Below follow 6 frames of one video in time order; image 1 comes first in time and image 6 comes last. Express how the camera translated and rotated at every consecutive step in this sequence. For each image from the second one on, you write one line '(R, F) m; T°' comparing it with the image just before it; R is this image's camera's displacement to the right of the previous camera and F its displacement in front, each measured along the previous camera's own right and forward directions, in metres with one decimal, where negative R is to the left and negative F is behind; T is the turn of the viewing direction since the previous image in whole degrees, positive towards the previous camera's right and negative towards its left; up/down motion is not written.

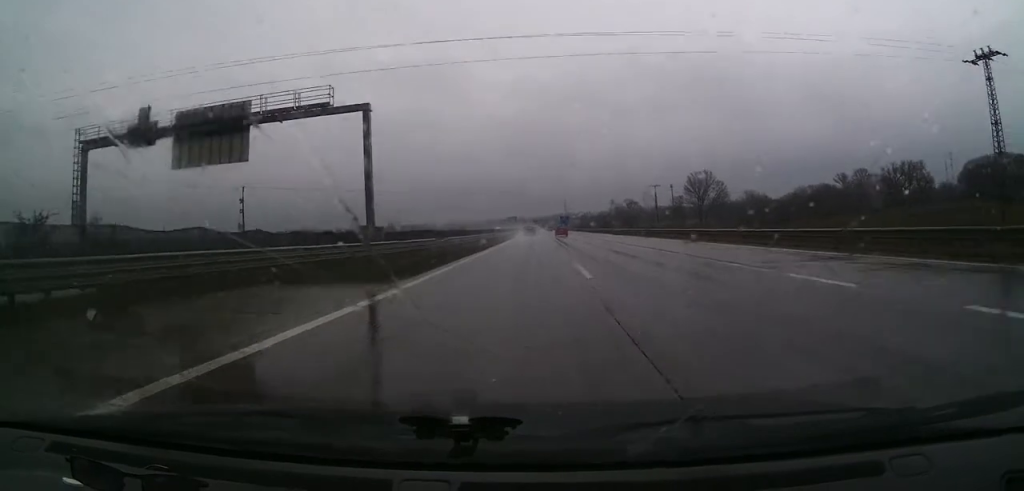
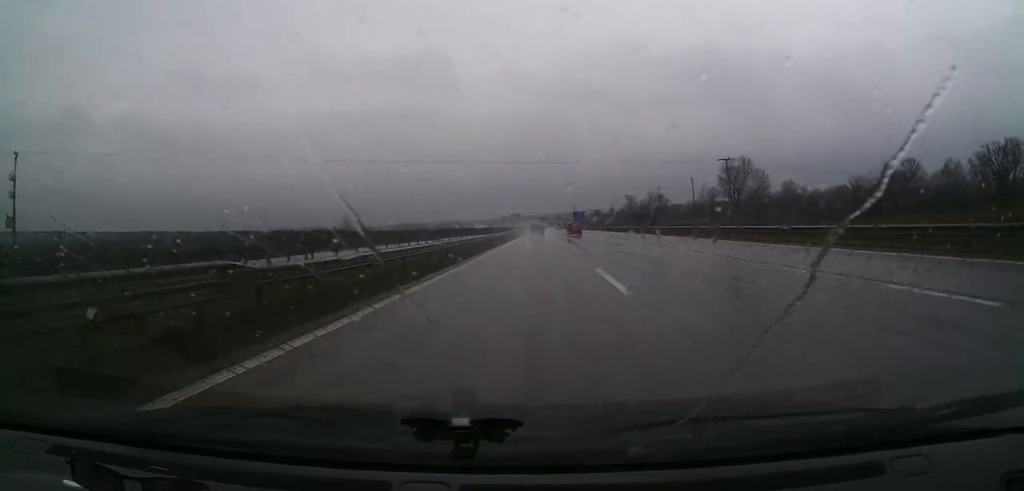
(+0.1, +56.5) m; +1°
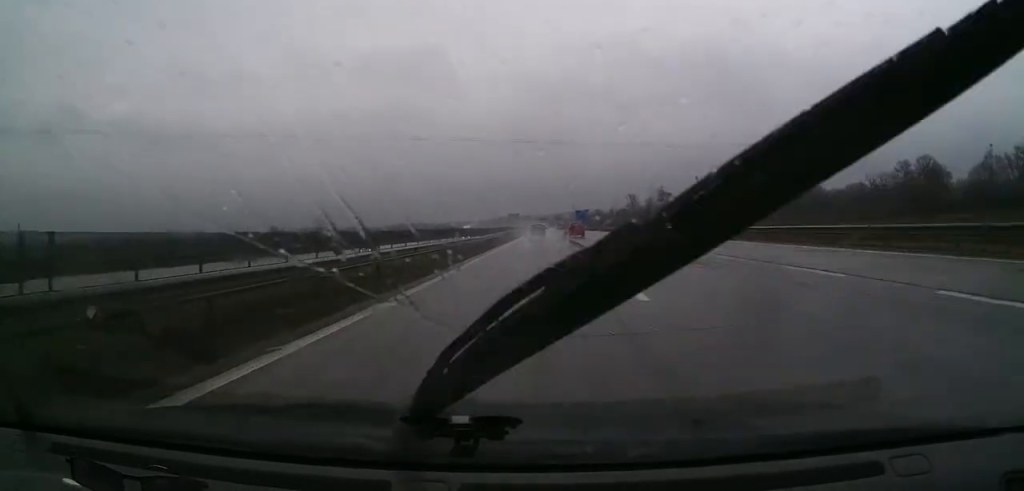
(+0.3, +20.7) m; 0°
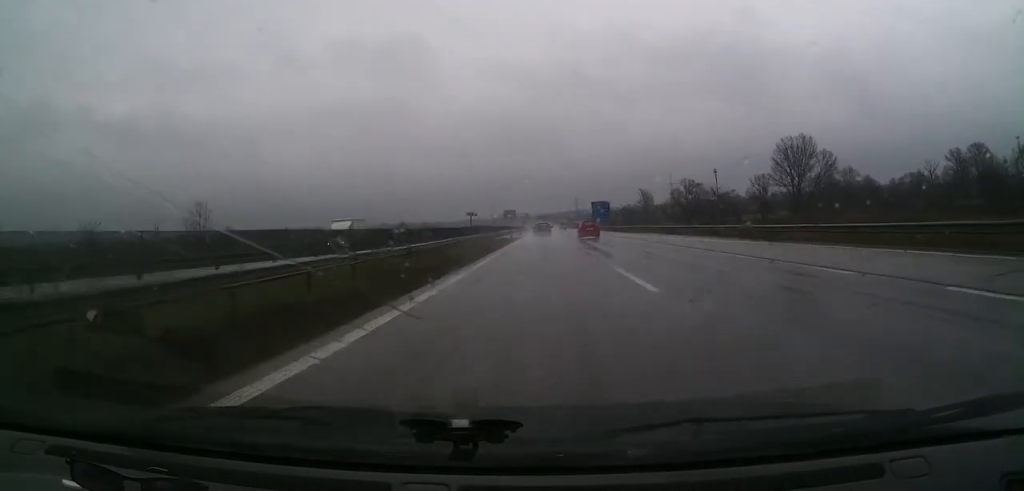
(-0.4, +53.8) m; 0°
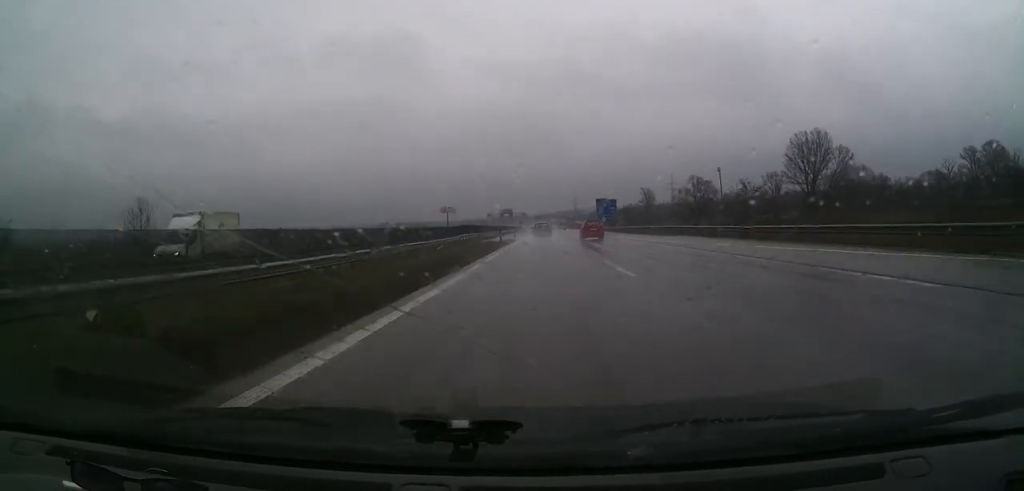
(+0.1, +15.2) m; 0°
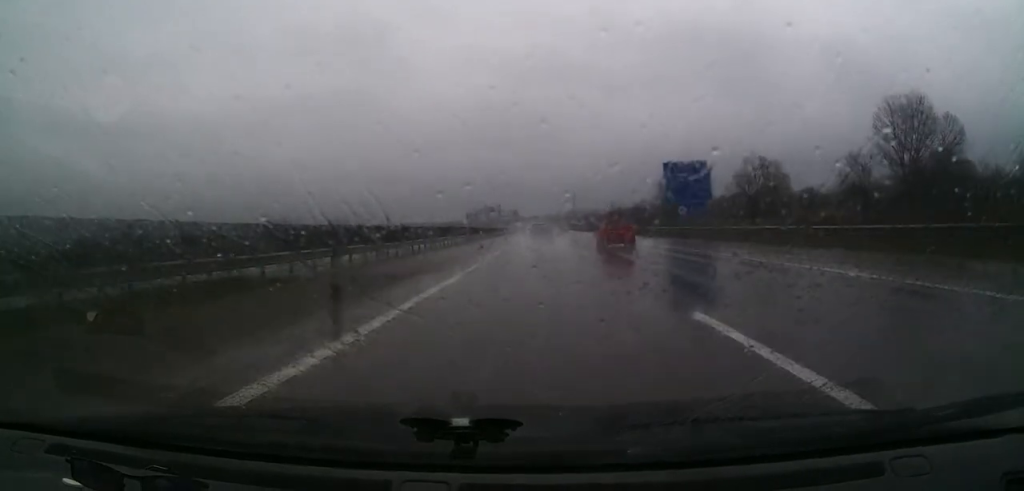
(-0.5, +68.7) m; -1°
